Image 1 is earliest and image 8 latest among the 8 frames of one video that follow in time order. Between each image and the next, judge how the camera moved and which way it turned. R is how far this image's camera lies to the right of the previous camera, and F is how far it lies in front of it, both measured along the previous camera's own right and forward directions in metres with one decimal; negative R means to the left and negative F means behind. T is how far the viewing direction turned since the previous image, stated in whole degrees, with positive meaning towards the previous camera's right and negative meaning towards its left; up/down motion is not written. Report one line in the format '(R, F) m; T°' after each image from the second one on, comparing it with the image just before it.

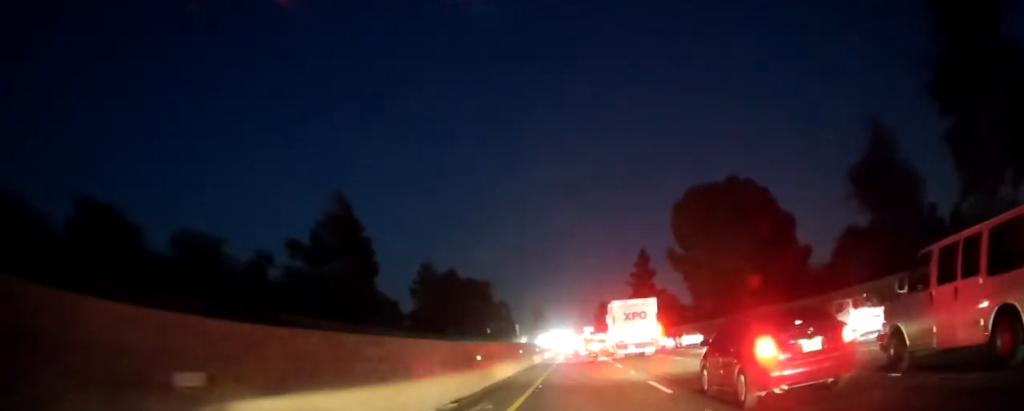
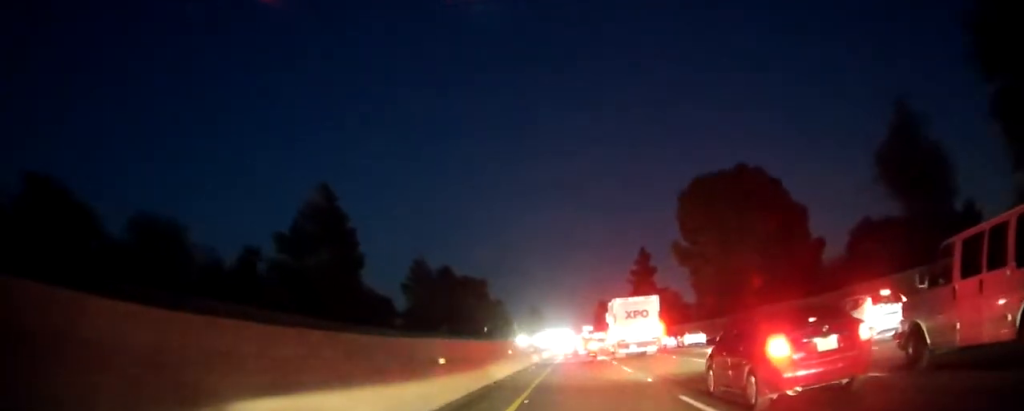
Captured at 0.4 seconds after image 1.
(0.0, +5.0) m; 0°
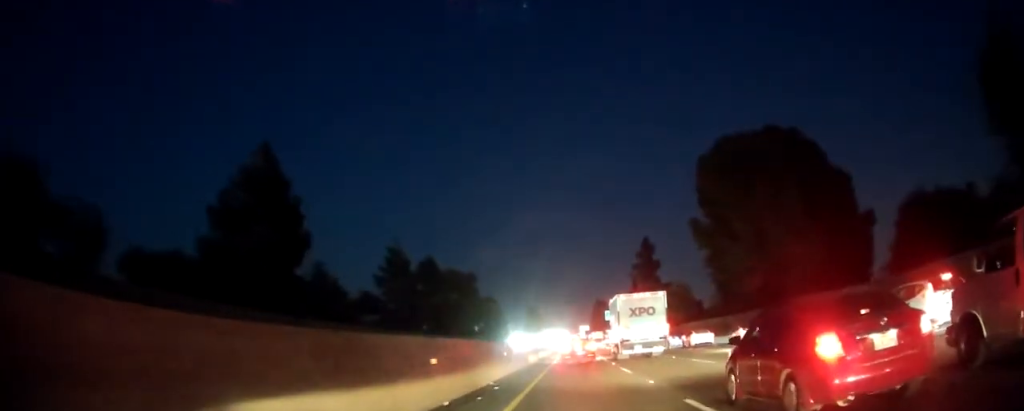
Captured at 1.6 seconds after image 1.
(0.0, +15.7) m; 0°
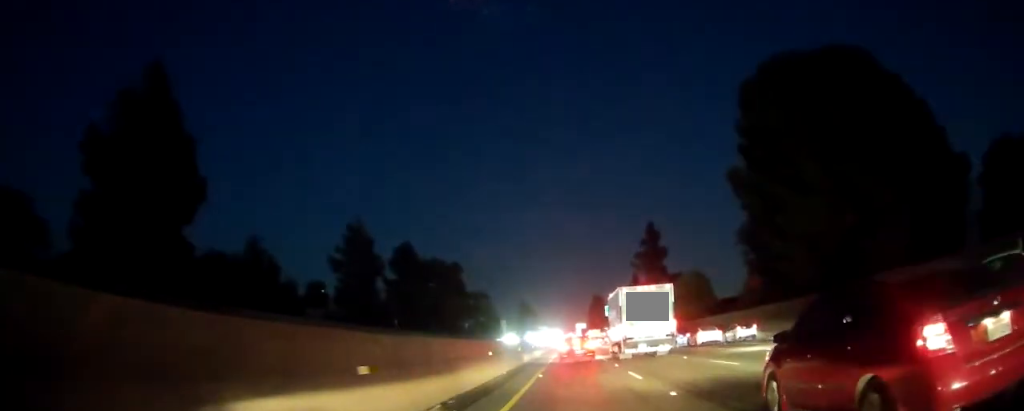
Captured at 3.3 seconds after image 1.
(+0.2, +20.0) m; +1°
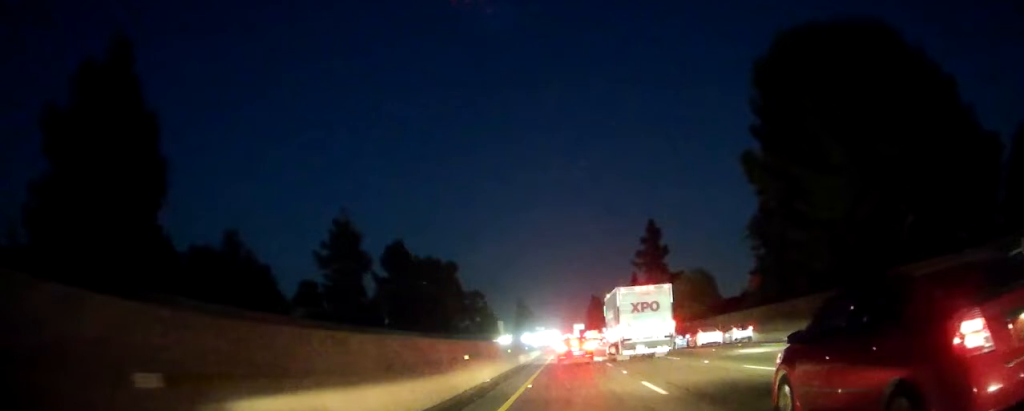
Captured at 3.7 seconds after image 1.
(0.0, +5.1) m; 0°
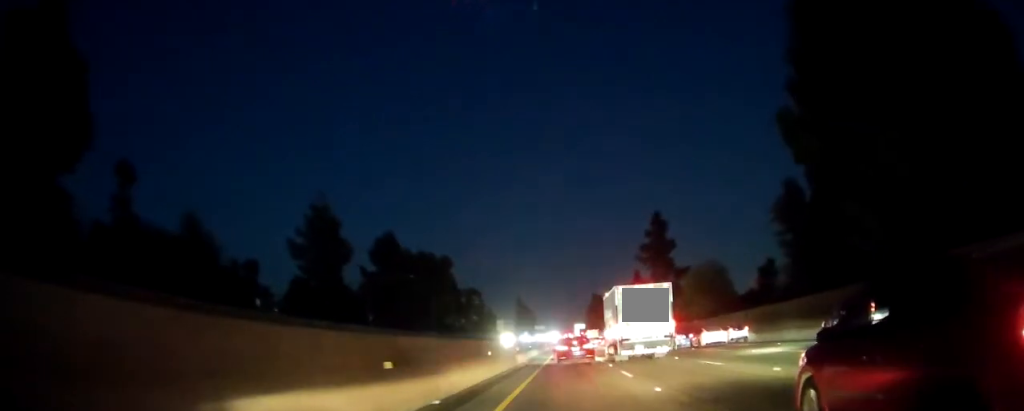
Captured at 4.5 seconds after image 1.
(-0.1, +8.9) m; -1°
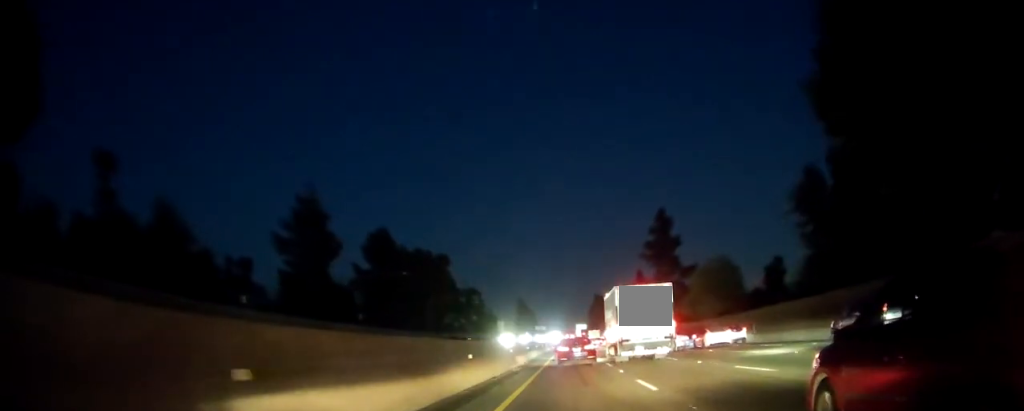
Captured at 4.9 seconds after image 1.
(0.0, +5.2) m; 0°
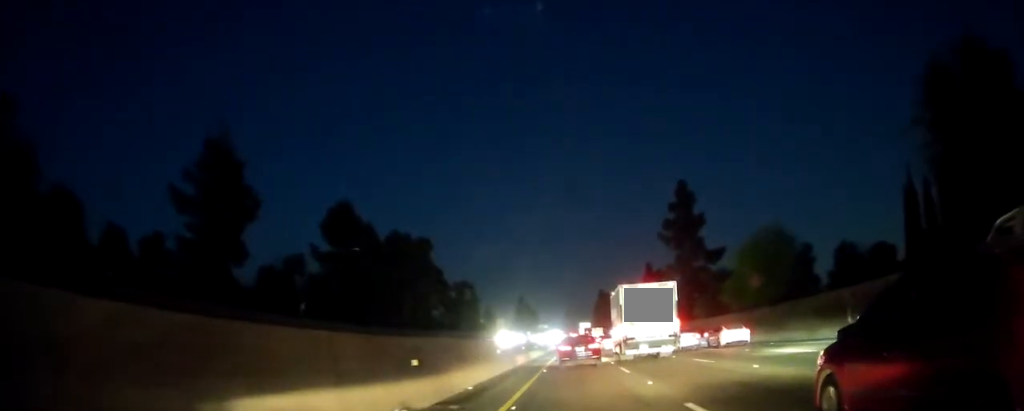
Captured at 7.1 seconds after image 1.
(+0.2, +23.4) m; +1°
